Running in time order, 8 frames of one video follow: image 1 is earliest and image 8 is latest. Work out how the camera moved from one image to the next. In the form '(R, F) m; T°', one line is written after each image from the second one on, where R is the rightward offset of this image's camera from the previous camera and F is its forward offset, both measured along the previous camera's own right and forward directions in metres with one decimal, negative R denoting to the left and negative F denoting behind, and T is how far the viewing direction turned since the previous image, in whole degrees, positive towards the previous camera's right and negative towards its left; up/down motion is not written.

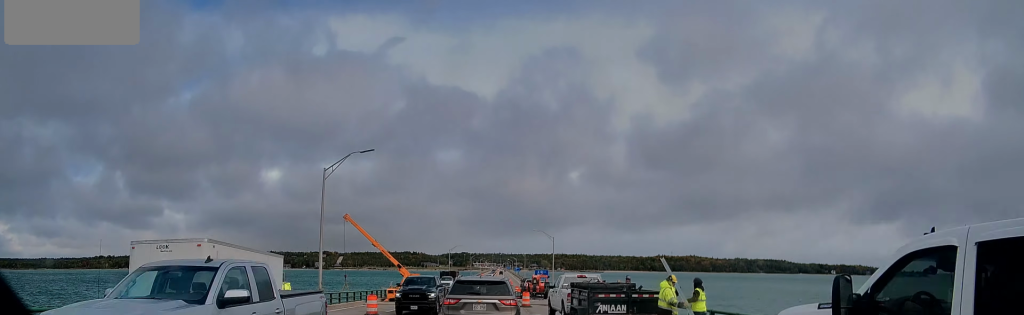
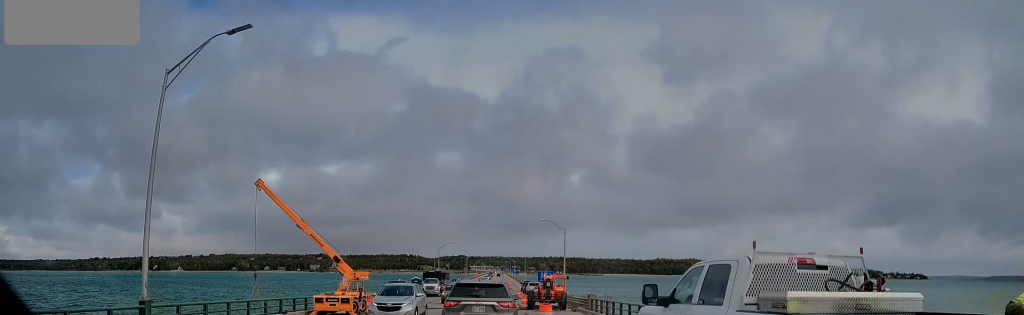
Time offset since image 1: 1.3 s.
(-0.1, +15.6) m; -1°
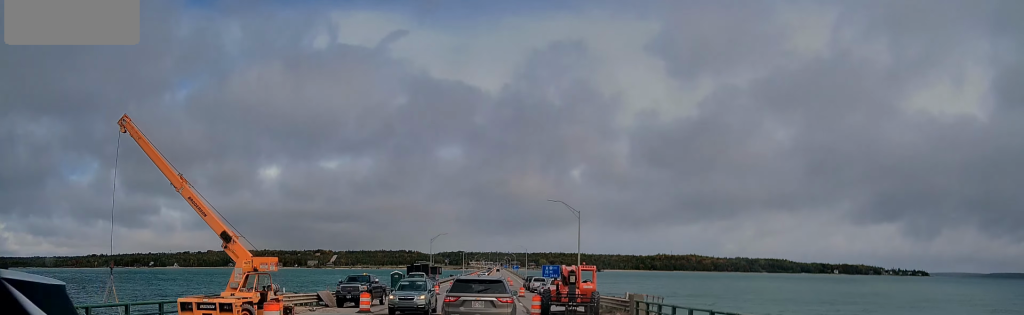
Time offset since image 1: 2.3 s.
(0.0, +11.5) m; 0°
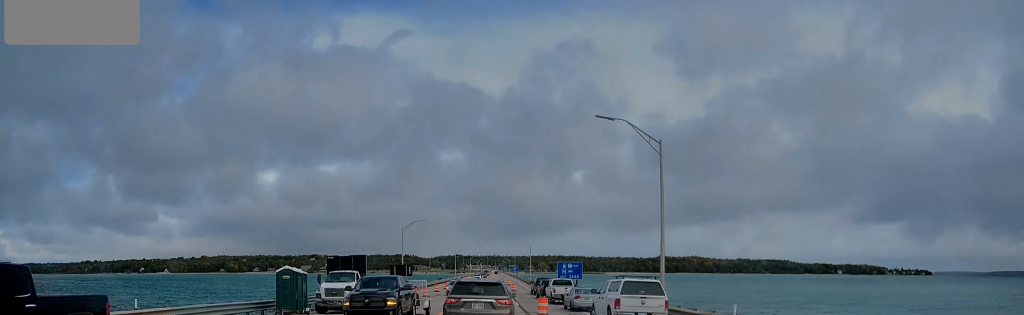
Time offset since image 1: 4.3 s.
(-0.1, +26.0) m; 0°
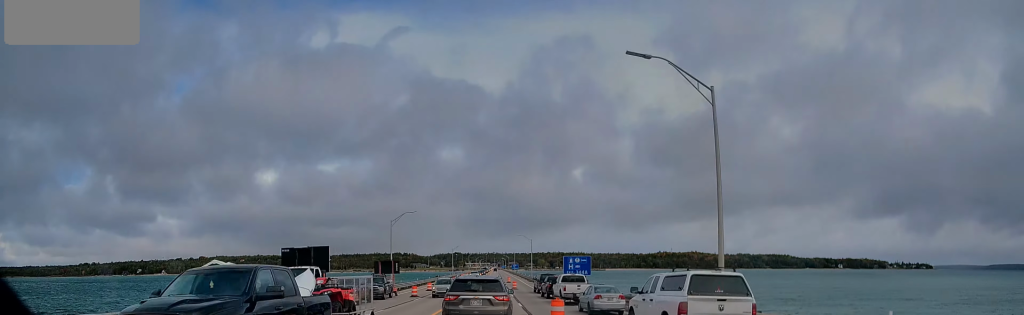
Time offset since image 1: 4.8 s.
(0.0, +6.5) m; 0°
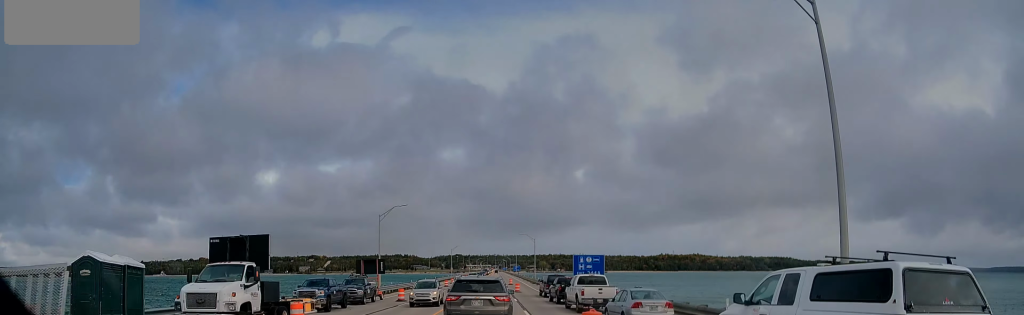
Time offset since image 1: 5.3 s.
(0.0, +6.8) m; 0°
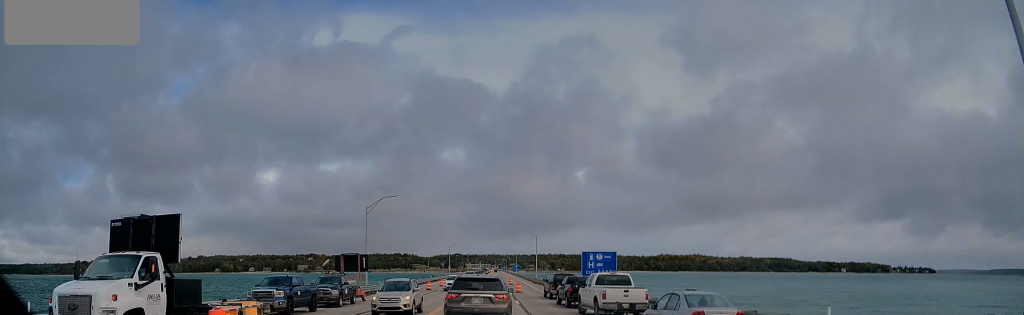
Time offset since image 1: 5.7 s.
(0.0, +5.8) m; +1°
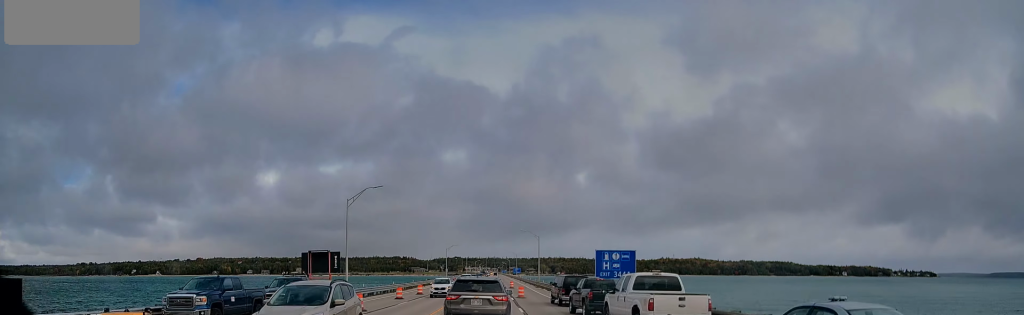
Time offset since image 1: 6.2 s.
(-0.1, +6.4) m; +2°
